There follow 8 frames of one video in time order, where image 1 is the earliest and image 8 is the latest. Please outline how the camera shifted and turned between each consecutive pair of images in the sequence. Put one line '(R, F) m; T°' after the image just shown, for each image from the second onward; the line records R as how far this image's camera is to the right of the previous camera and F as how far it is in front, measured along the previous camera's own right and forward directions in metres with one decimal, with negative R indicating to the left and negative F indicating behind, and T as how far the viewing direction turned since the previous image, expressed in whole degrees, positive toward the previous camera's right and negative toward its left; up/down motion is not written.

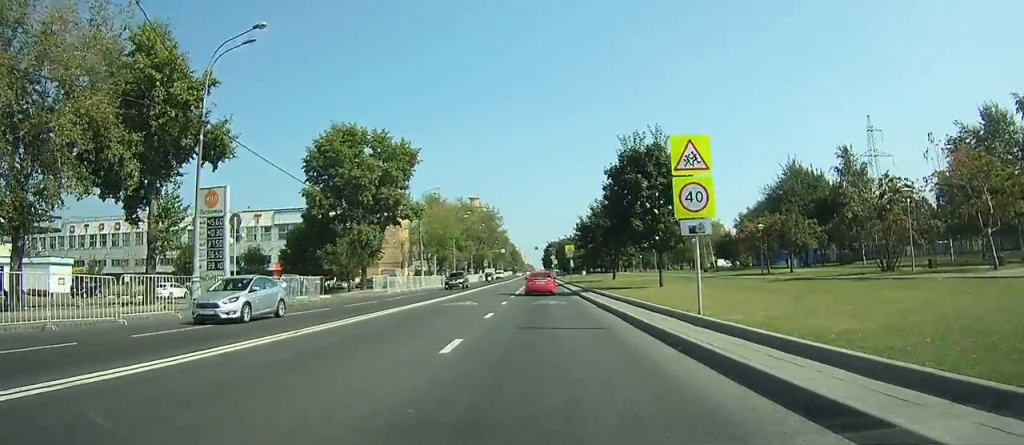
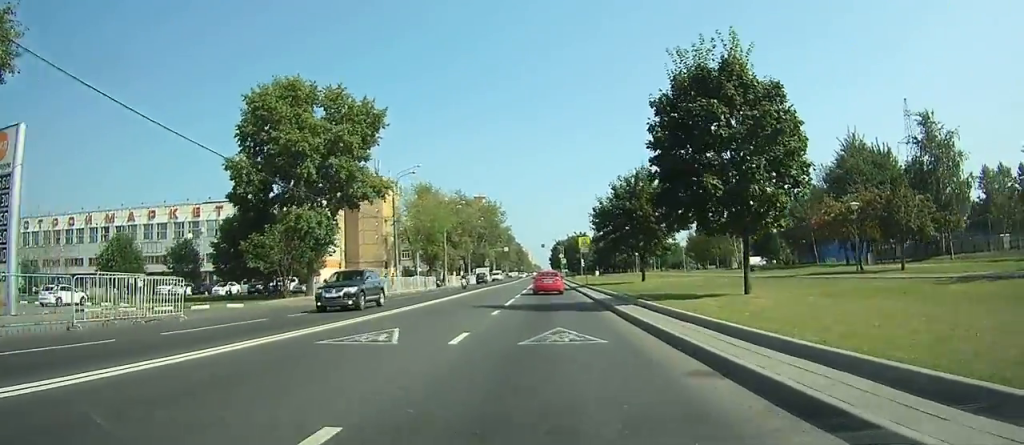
(-0.1, +14.6) m; -1°
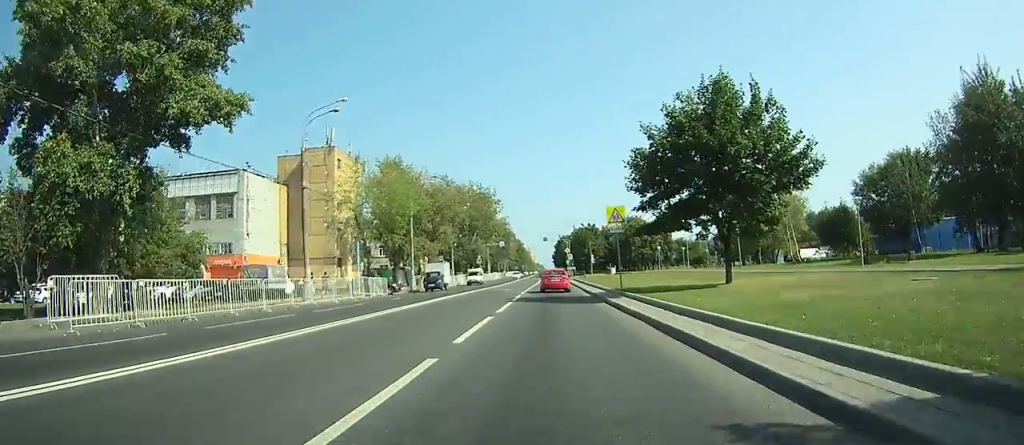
(-0.5, +21.6) m; -2°
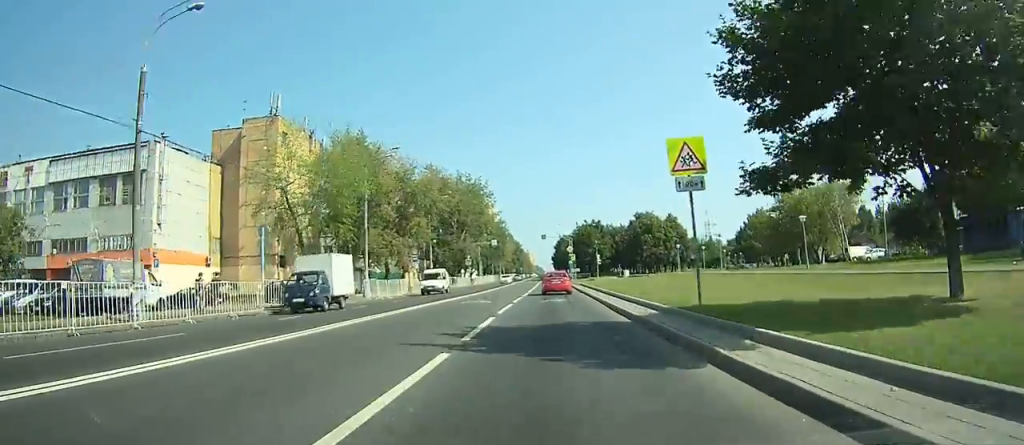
(-0.1, +15.3) m; 0°
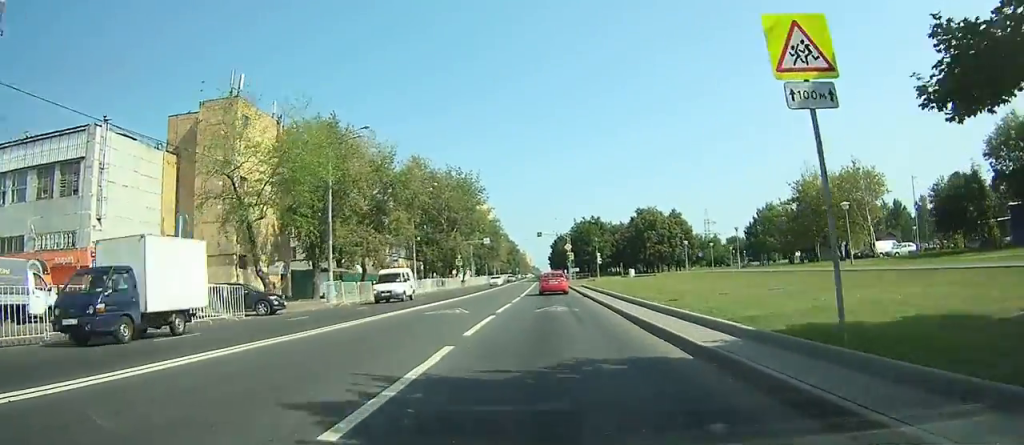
(0.0, +7.0) m; 0°
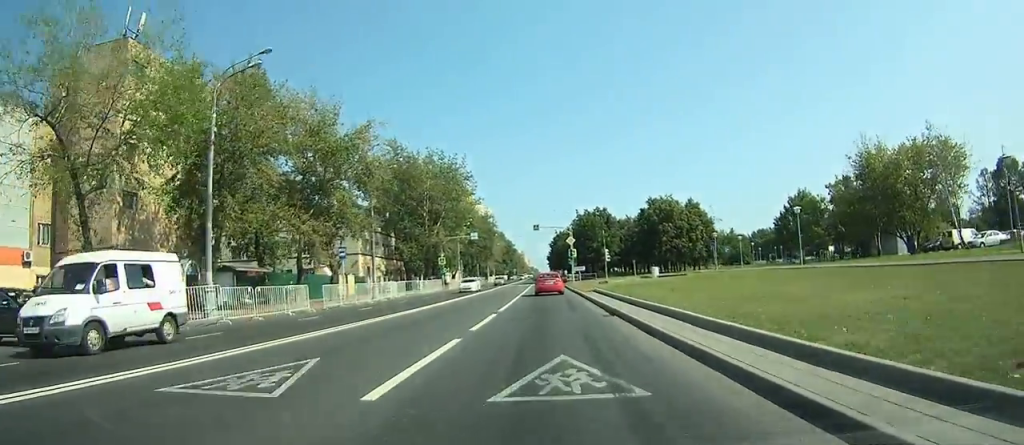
(+0.1, +14.6) m; 0°
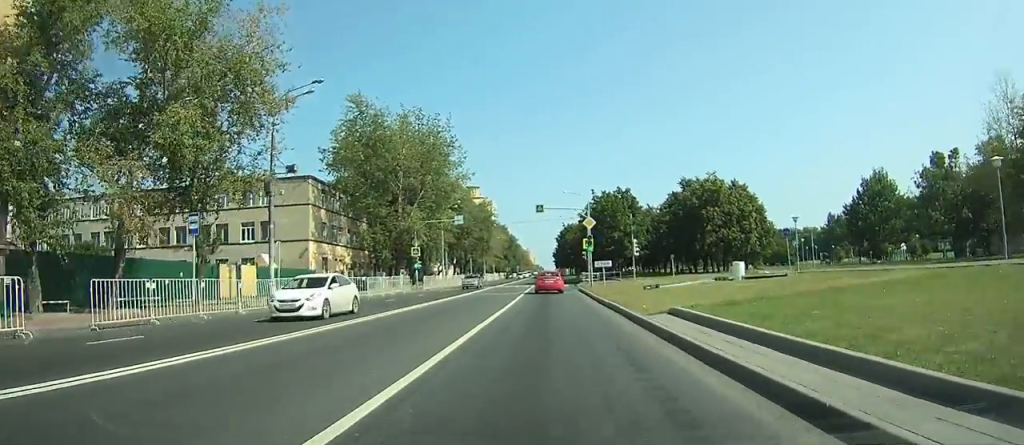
(+0.1, +20.0) m; +1°
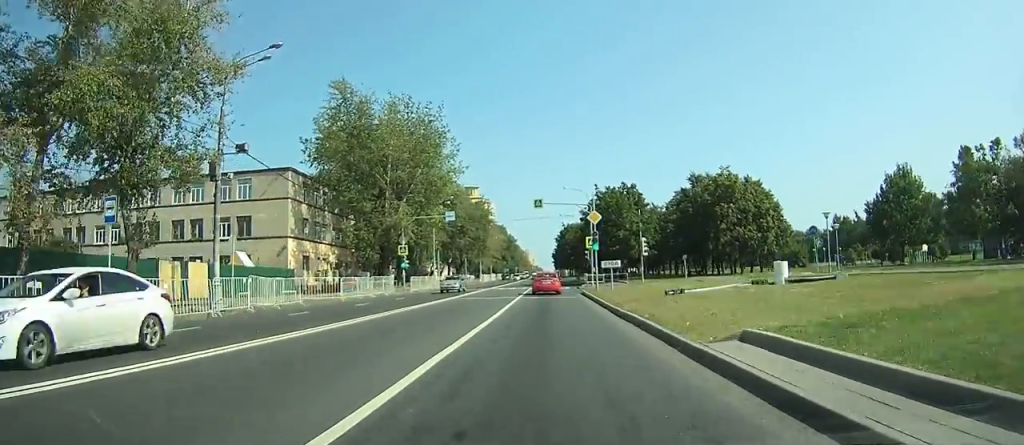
(0.0, +5.4) m; 0°
